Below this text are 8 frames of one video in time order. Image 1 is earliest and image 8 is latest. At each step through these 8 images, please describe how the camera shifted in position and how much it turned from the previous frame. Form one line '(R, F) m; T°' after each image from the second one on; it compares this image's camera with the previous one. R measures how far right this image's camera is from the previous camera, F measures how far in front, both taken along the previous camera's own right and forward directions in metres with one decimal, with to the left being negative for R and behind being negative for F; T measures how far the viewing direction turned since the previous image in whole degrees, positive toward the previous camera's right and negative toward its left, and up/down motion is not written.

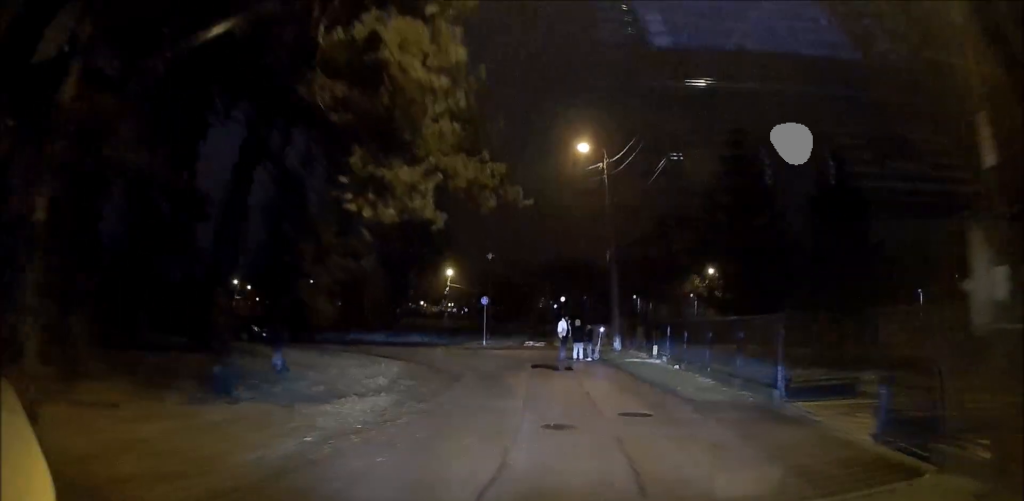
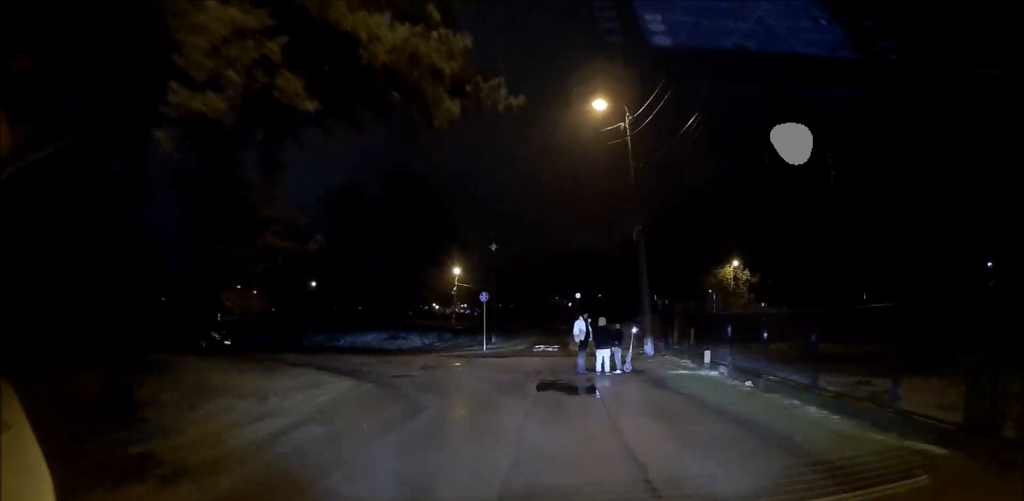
(+0.2, +5.4) m; -3°
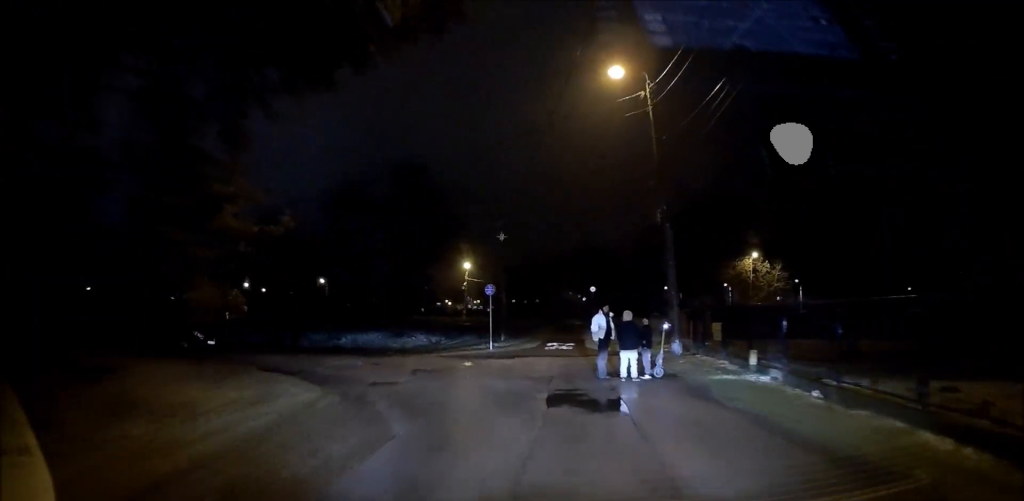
(-0.1, +2.7) m; -7°
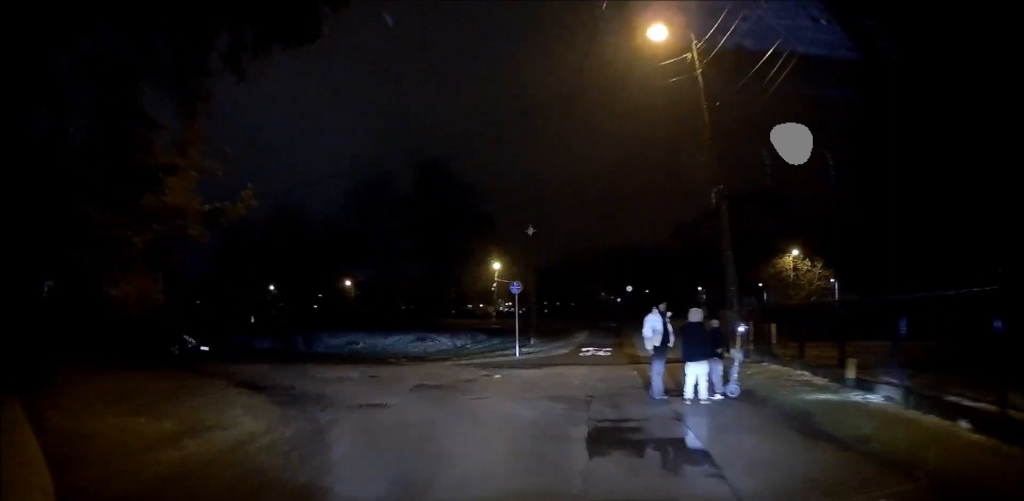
(-0.3, +3.2) m; -2°
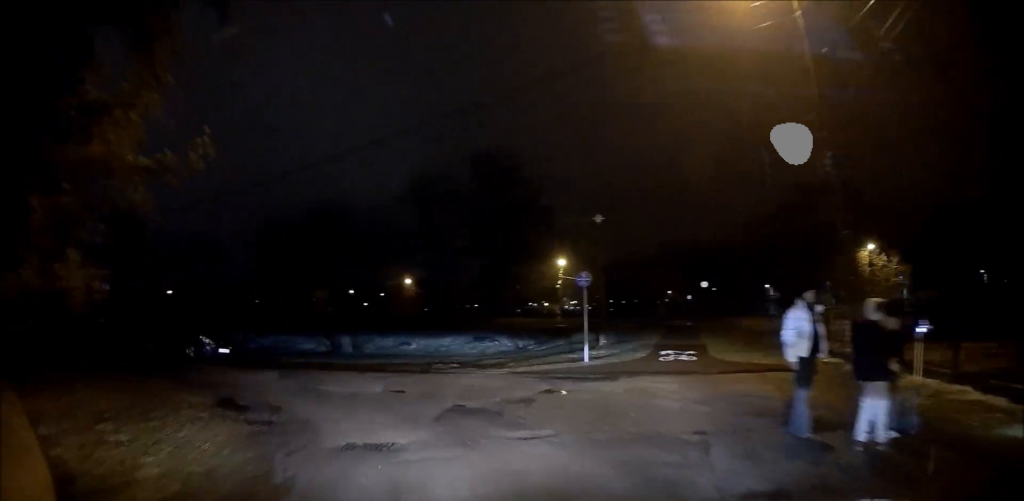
(0.0, +3.3) m; 0°
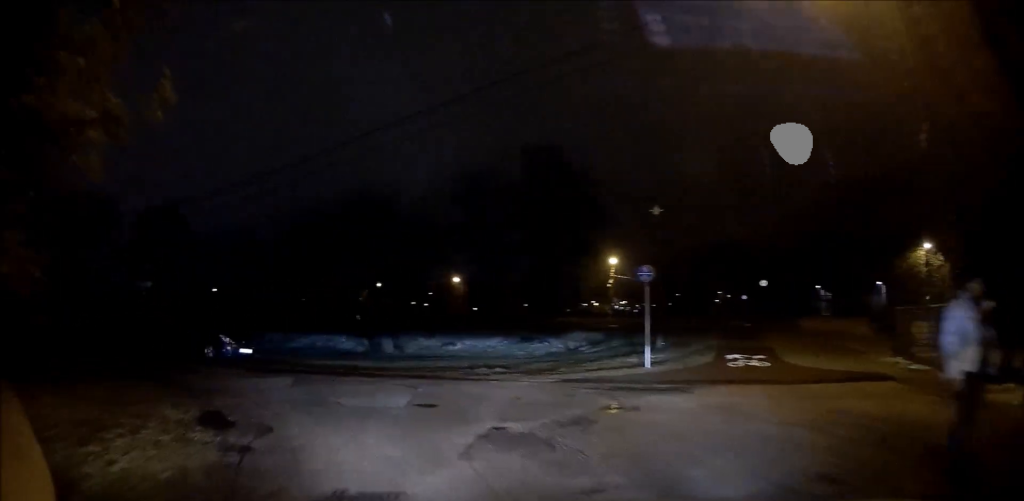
(+0.2, +1.9) m; 0°
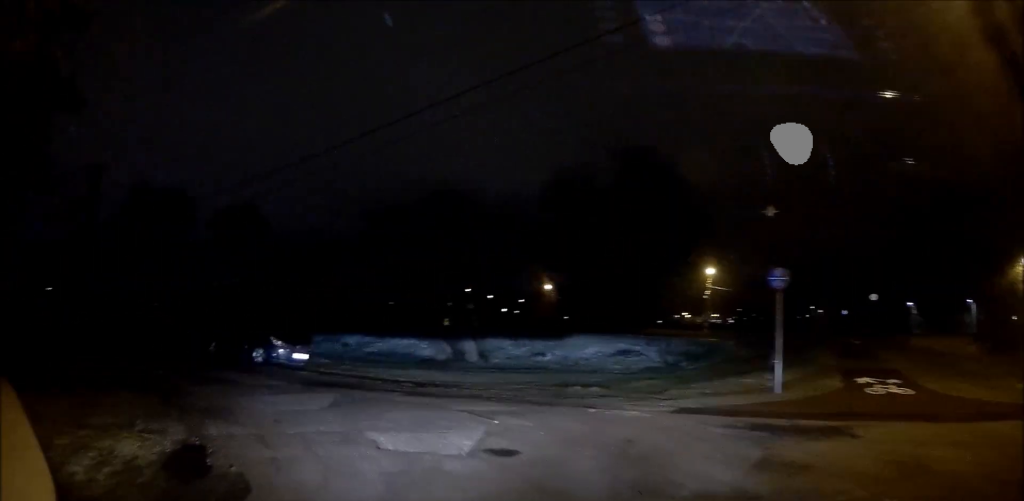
(-0.2, +2.7) m; -7°
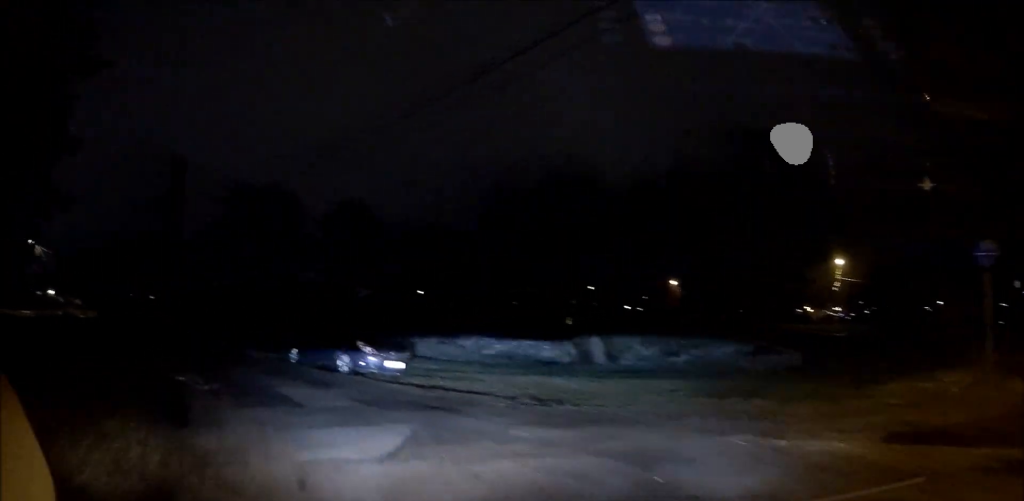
(-0.2, +3.0) m; -8°
